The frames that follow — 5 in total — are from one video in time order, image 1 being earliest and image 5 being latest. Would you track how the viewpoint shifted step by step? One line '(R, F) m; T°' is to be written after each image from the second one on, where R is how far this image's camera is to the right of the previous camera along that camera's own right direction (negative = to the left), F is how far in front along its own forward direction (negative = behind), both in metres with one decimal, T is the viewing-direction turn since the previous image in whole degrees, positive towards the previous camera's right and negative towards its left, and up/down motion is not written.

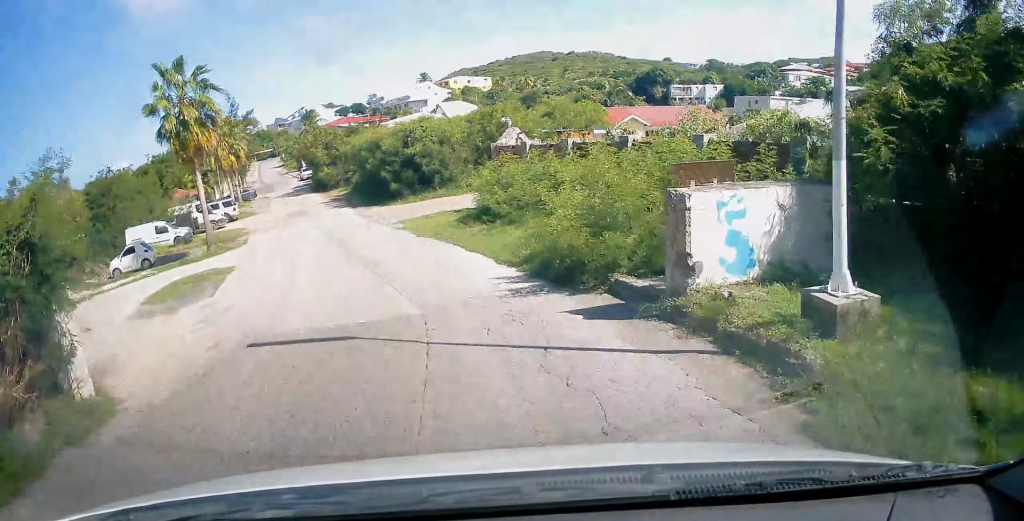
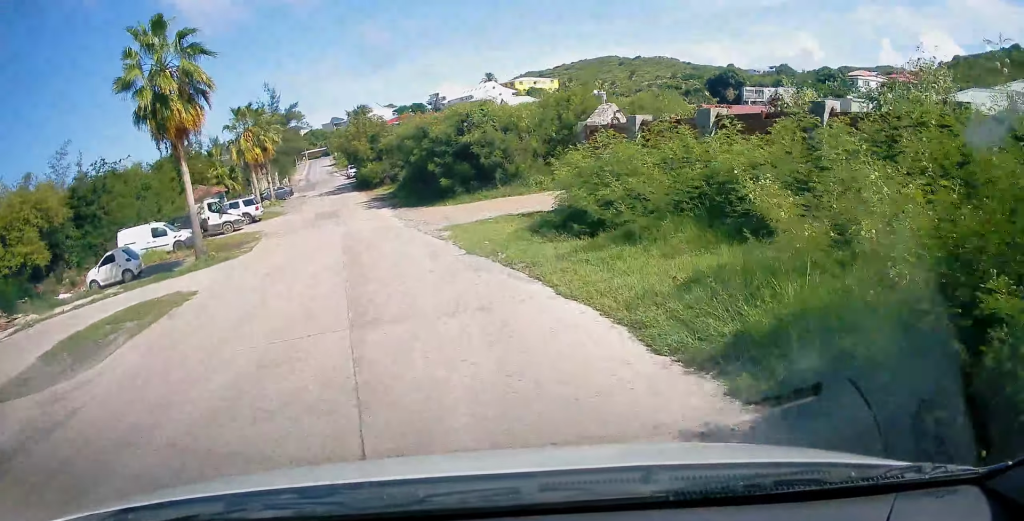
(-0.4, +6.7) m; -3°
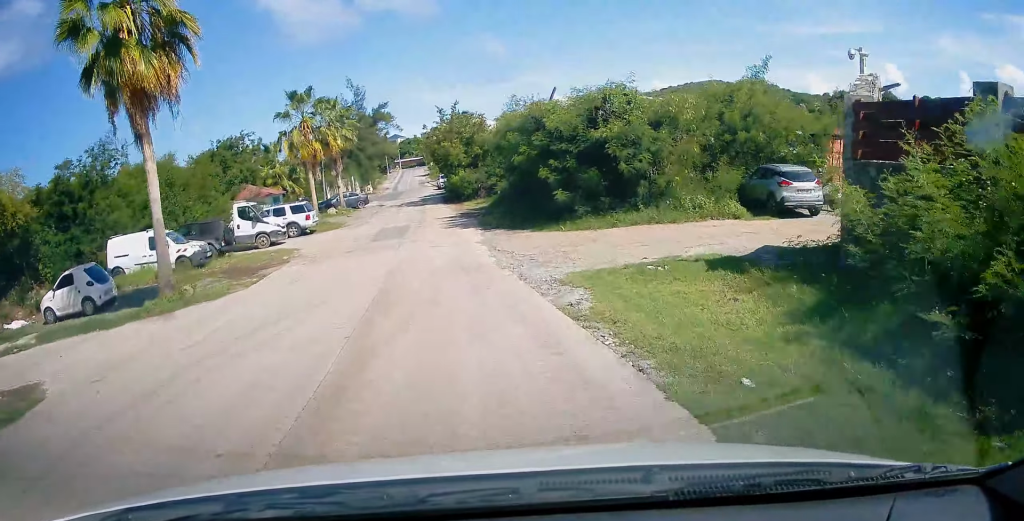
(-0.2, +8.8) m; -4°
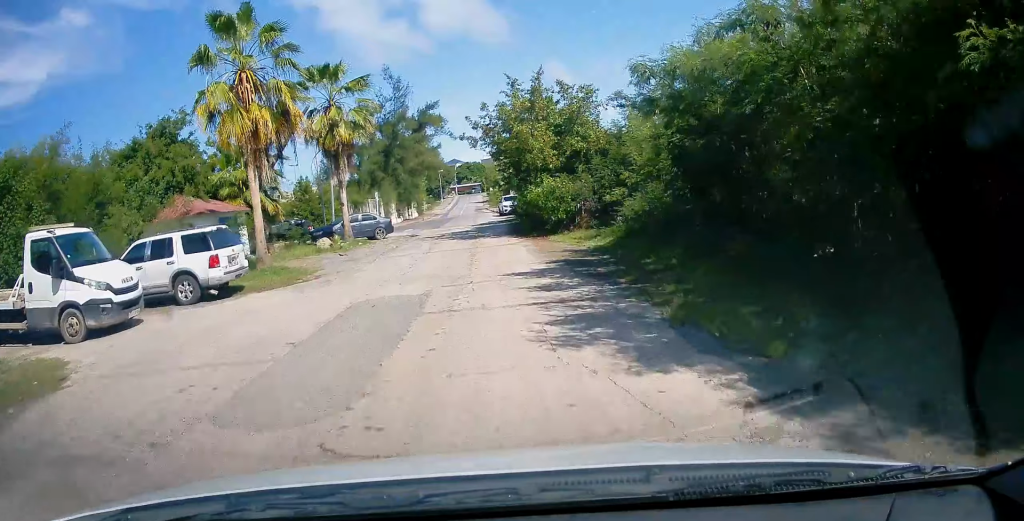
(-2.2, +17.0) m; -9°
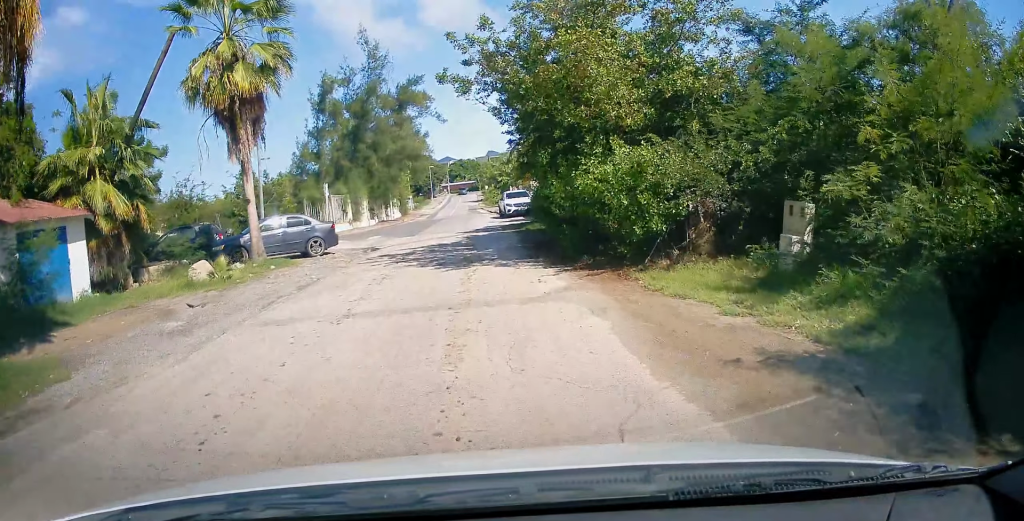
(+0.2, +12.4) m; +1°
